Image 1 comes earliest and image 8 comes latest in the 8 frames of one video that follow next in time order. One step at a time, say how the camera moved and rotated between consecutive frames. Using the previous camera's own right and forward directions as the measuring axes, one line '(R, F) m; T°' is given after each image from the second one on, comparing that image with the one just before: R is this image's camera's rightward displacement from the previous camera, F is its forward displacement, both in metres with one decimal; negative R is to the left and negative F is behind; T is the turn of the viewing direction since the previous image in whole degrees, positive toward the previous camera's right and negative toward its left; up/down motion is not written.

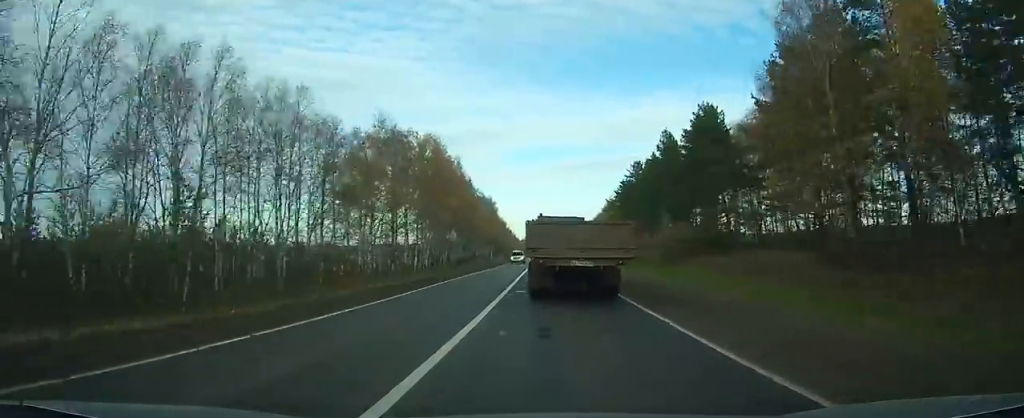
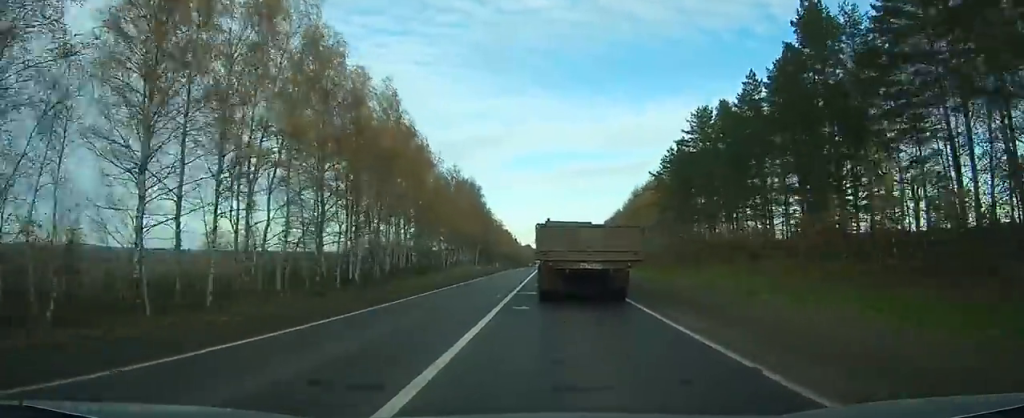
(-0.1, +55.7) m; 0°
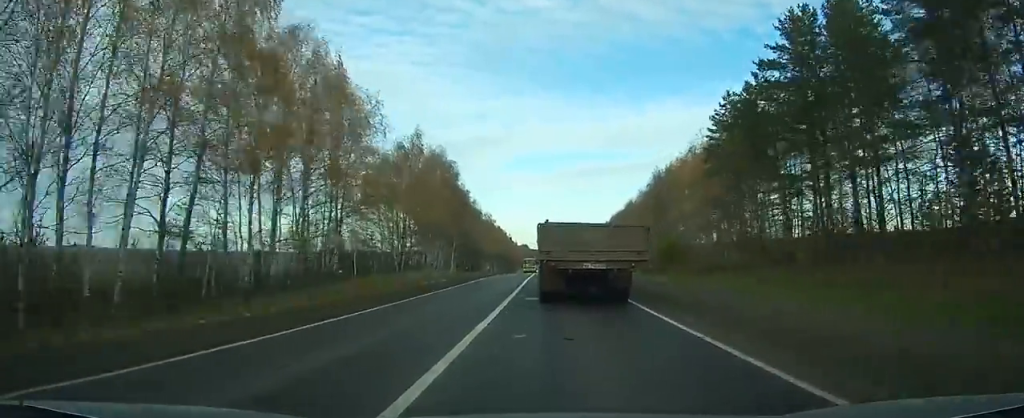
(-0.1, +34.9) m; 0°
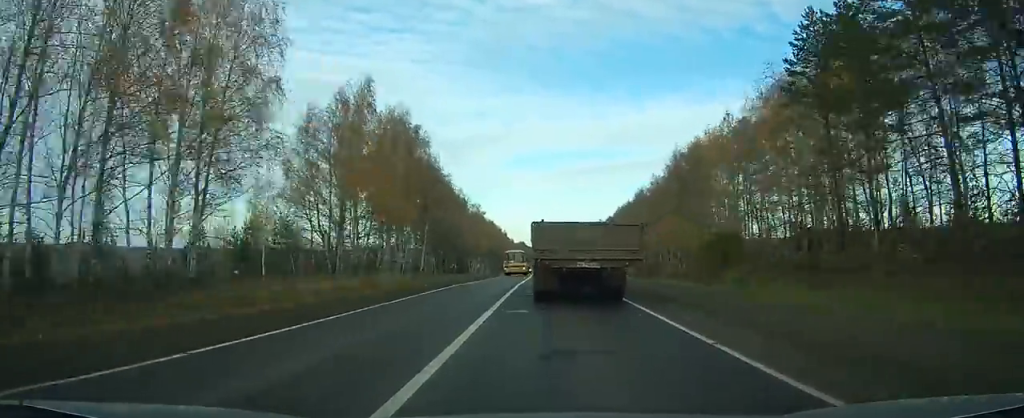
(-0.2, +24.7) m; 0°
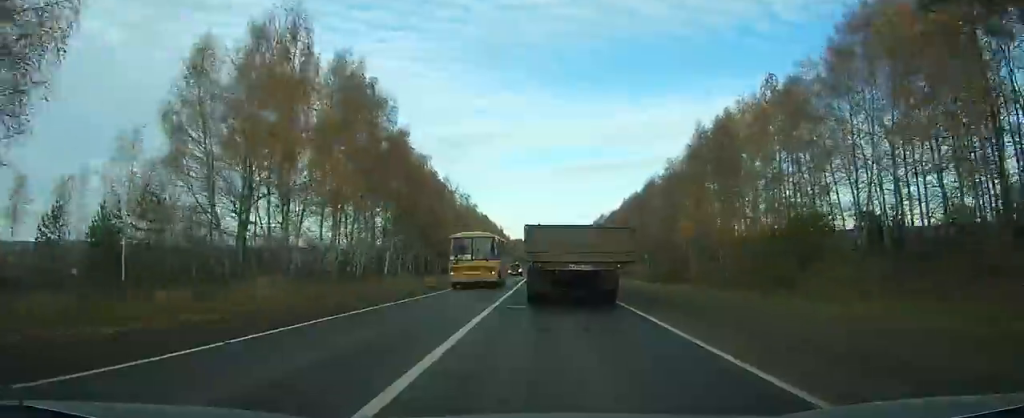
(0.0, +18.7) m; 0°
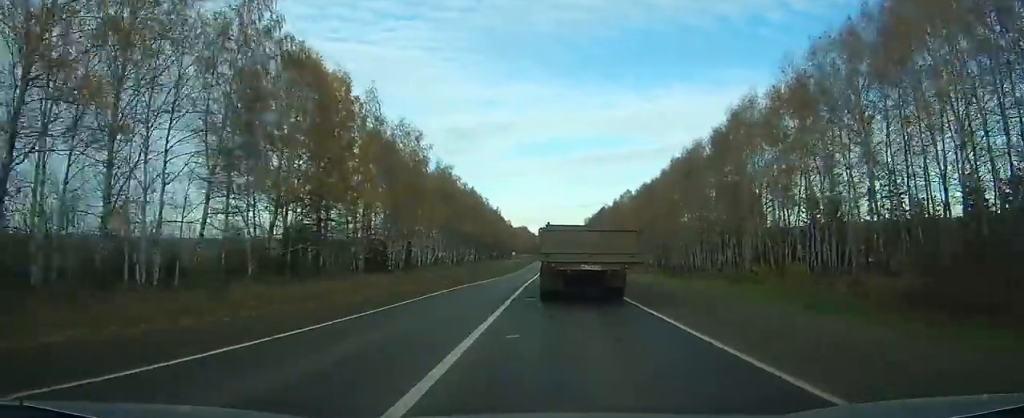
(+0.3, +61.6) m; 0°
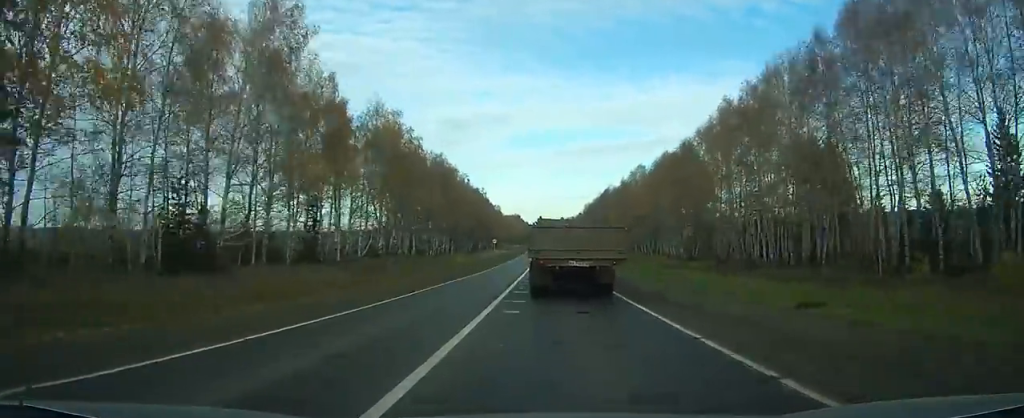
(-0.1, +38.6) m; 0°
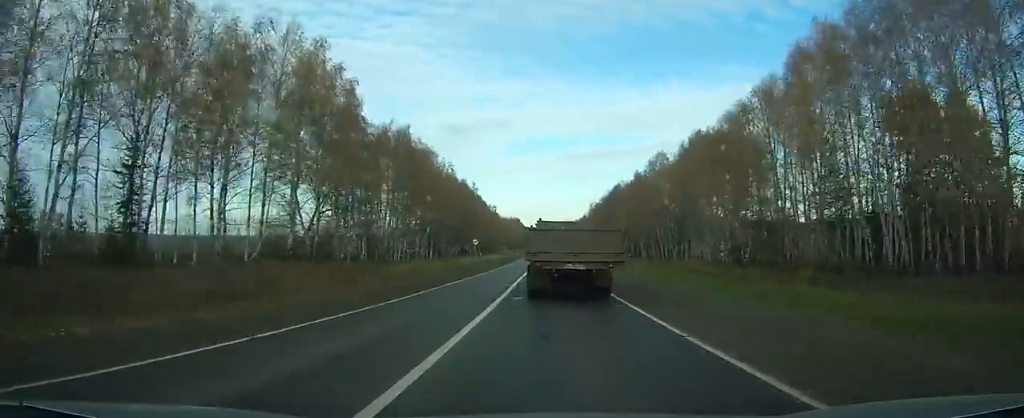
(0.0, +28.5) m; 0°
